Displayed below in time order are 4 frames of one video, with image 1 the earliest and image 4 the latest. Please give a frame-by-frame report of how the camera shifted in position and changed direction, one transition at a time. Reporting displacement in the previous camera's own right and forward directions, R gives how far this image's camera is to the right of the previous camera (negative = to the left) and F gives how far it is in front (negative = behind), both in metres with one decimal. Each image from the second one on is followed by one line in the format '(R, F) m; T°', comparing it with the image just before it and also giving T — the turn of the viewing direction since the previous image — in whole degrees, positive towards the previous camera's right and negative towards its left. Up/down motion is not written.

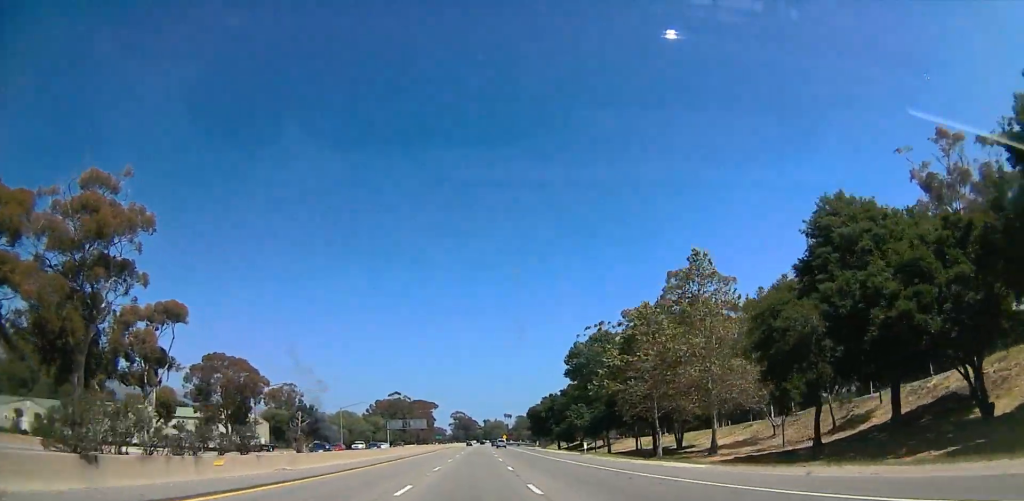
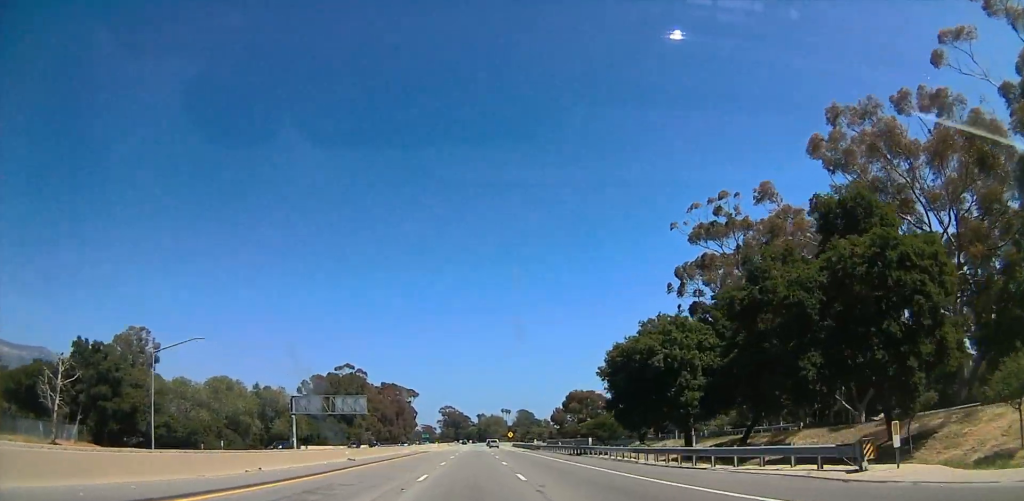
(+2.7, +98.7) m; 0°
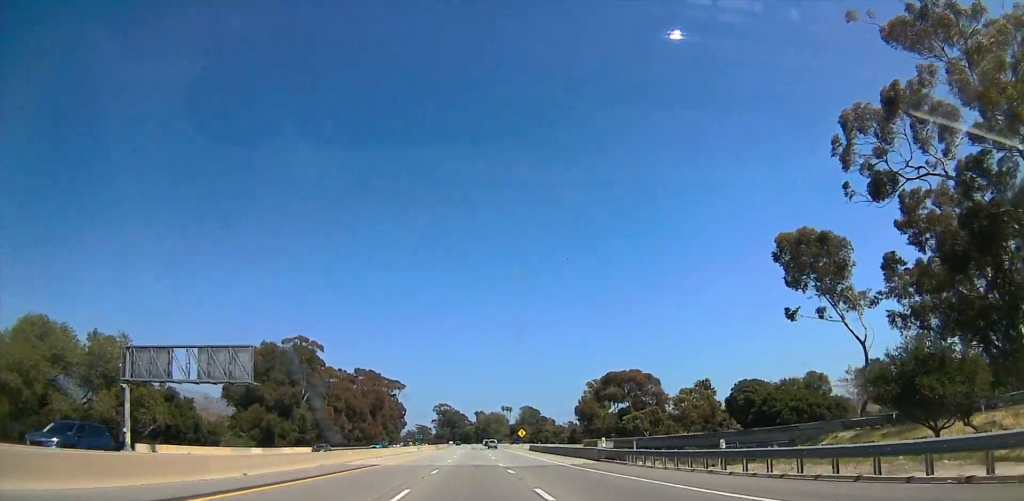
(+0.2, +47.6) m; +2°
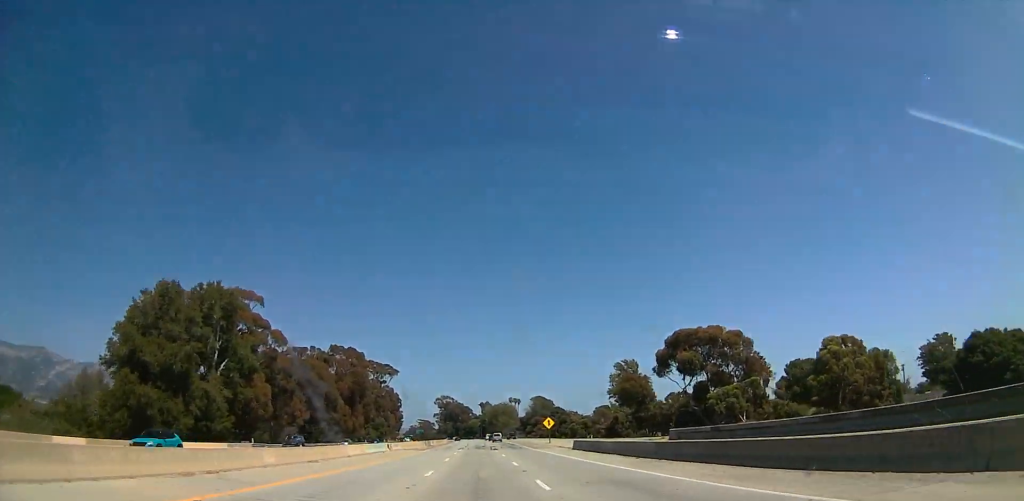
(+0.5, +39.1) m; +1°
